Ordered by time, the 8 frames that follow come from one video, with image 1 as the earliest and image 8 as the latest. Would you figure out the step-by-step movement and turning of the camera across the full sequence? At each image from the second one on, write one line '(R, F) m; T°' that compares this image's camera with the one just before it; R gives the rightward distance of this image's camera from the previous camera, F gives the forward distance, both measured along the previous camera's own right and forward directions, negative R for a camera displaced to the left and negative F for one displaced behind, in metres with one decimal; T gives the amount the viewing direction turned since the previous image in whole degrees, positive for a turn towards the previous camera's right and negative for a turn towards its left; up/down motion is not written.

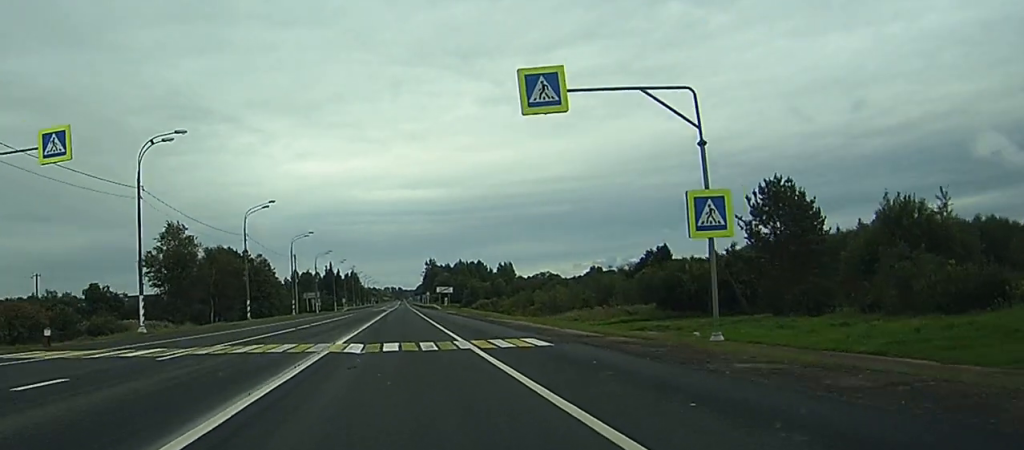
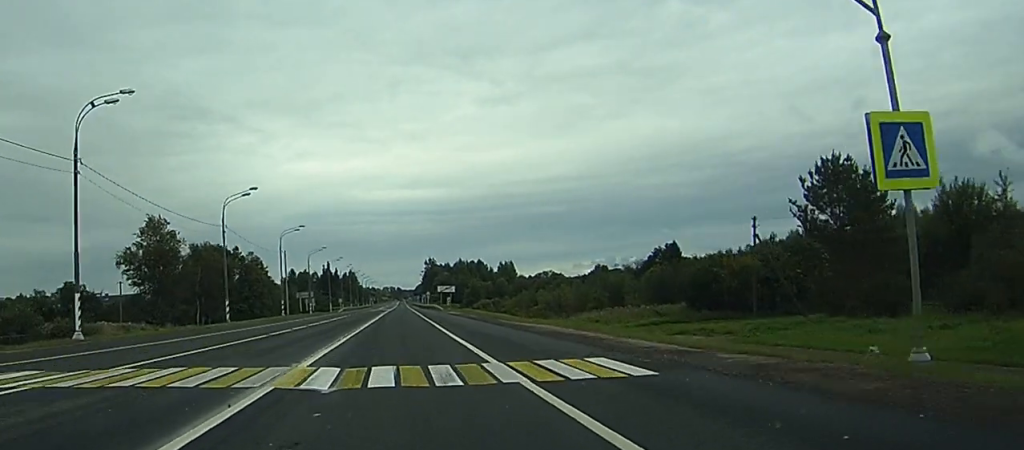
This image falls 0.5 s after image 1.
(0.0, +9.5) m; 0°
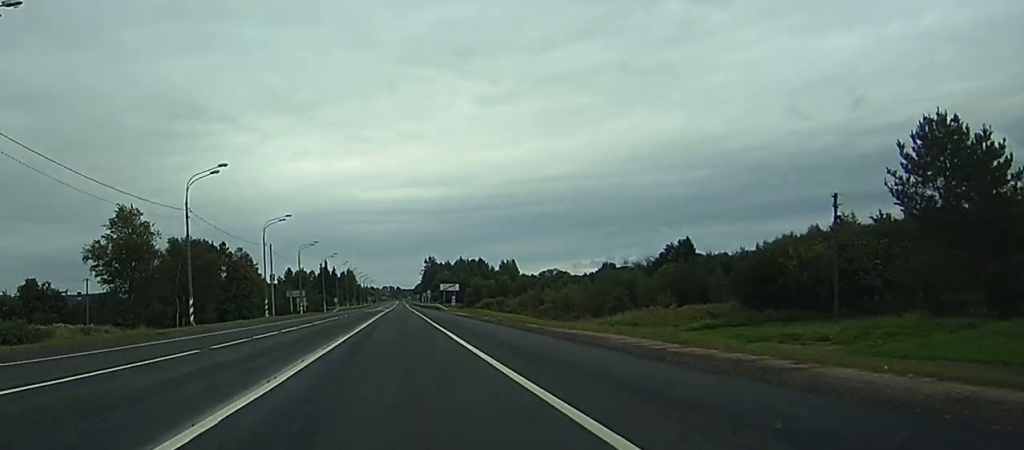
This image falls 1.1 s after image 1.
(0.0, +12.3) m; 0°
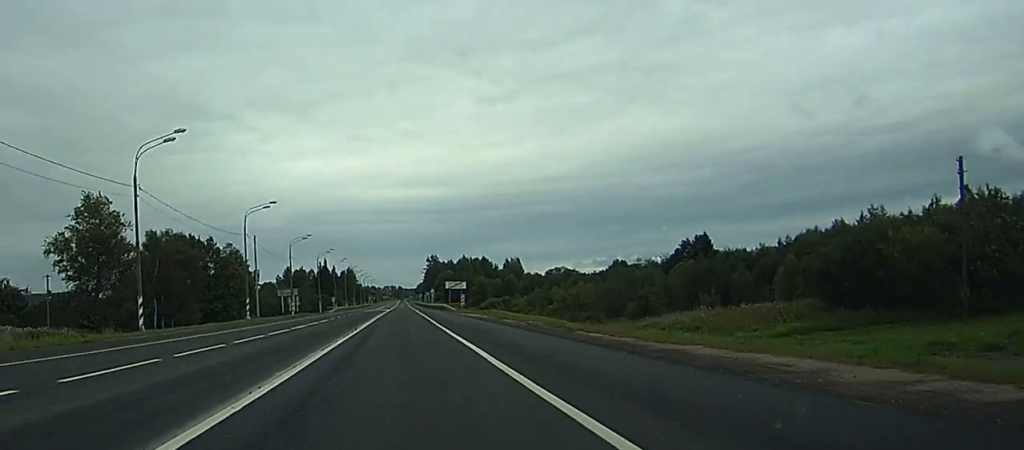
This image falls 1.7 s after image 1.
(0.0, +12.4) m; 0°
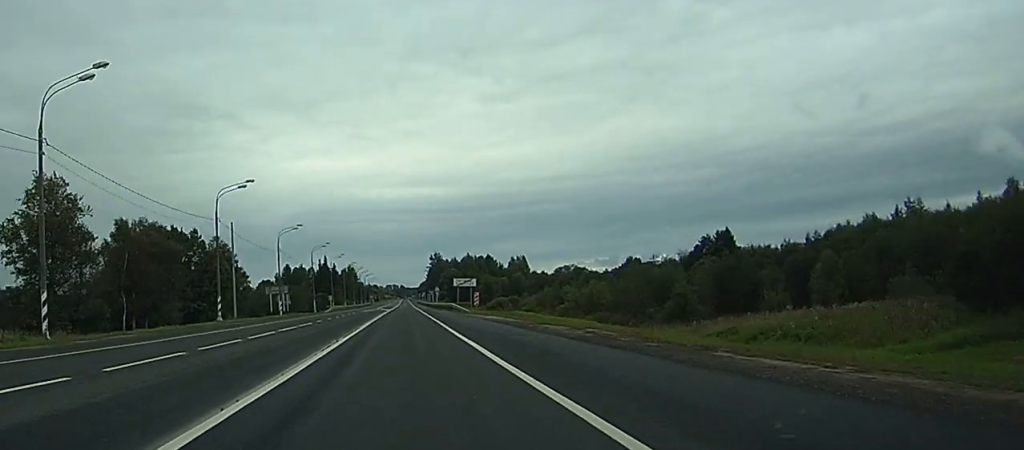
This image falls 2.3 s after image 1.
(0.0, +13.8) m; 0°
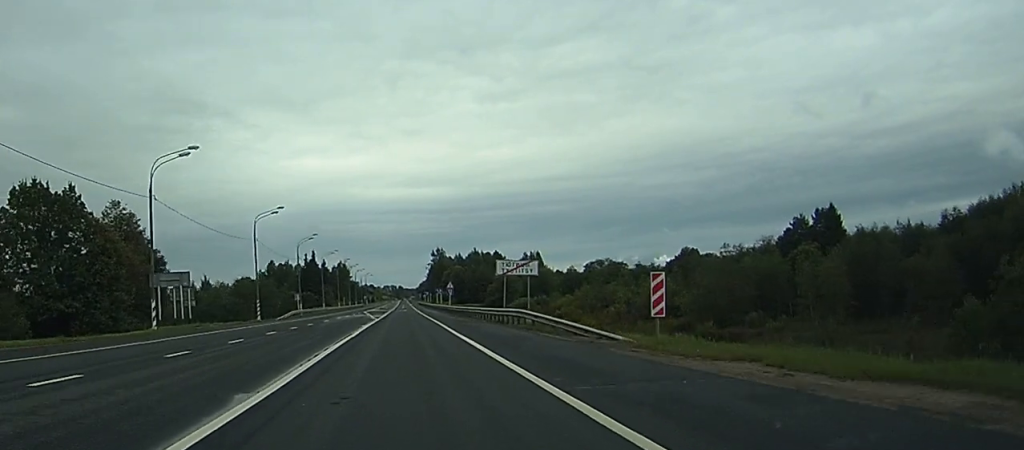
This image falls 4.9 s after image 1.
(+0.1, +53.8) m; 0°
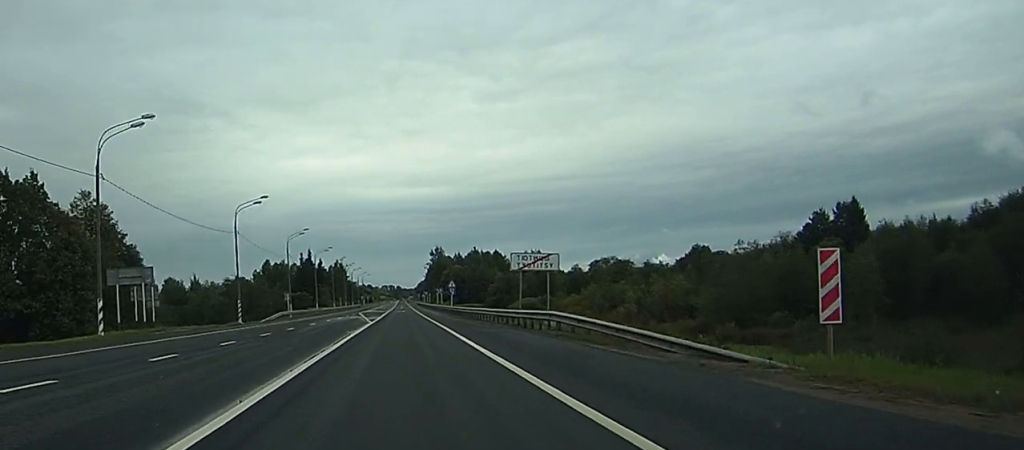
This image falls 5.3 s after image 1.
(0.0, +9.2) m; 0°
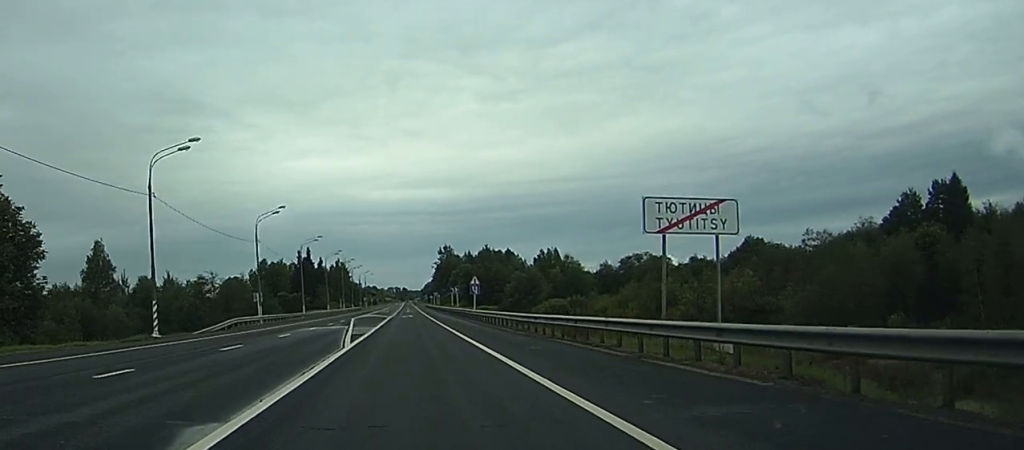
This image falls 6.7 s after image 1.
(+0.1, +28.5) m; 0°
